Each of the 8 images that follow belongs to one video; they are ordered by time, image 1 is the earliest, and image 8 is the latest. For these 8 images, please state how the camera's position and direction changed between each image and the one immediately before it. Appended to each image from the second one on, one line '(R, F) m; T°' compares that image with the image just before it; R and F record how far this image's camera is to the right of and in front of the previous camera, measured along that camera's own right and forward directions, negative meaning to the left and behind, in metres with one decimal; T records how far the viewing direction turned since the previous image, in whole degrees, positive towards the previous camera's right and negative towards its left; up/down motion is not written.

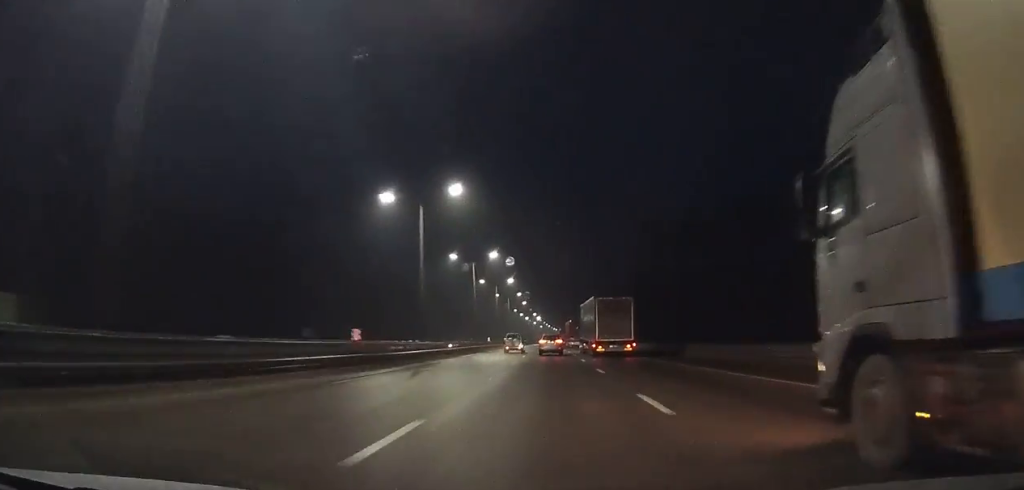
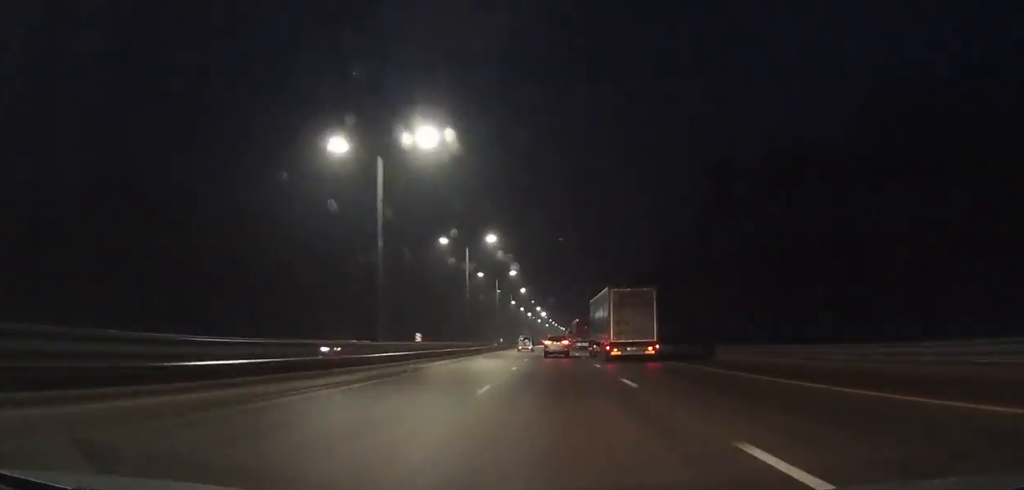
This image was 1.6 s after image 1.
(-0.1, +40.3) m; 0°
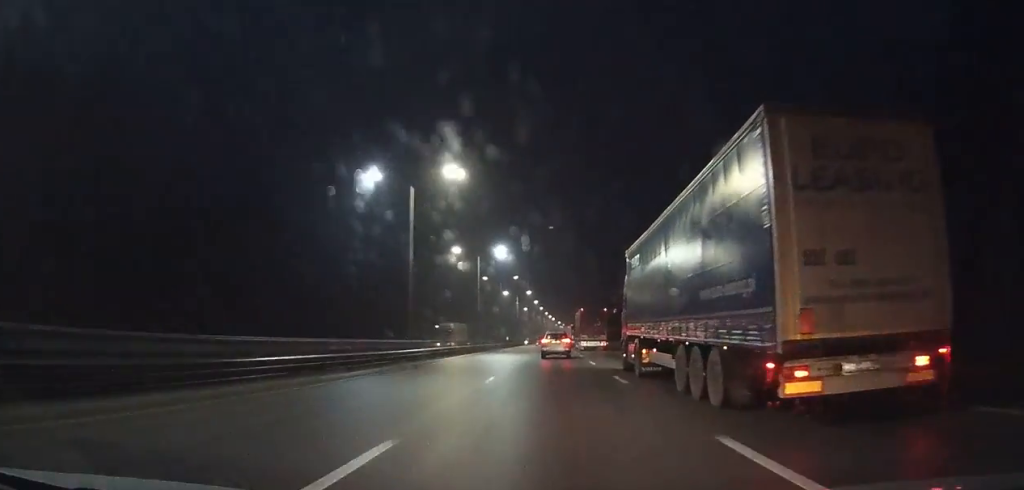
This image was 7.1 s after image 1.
(+1.4, +137.8) m; +2°
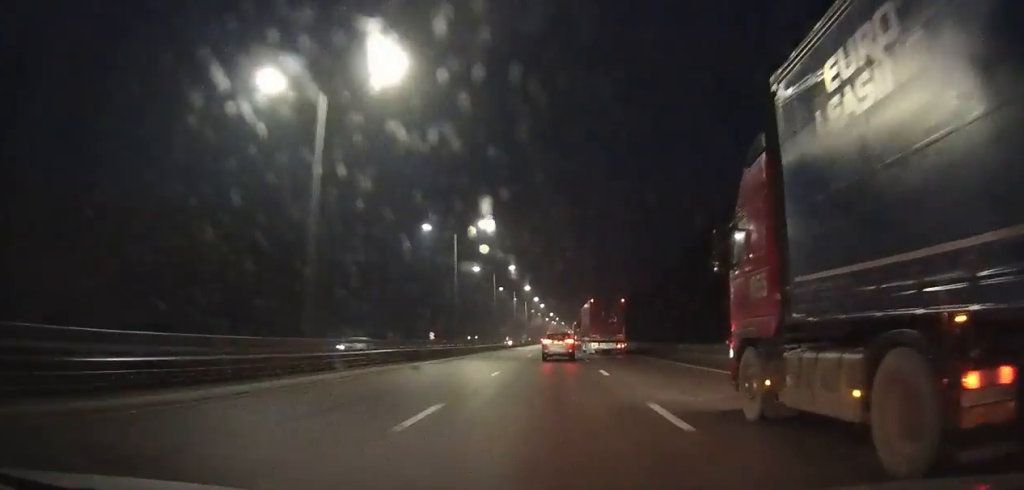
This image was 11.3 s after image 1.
(+1.0, +103.4) m; +1°
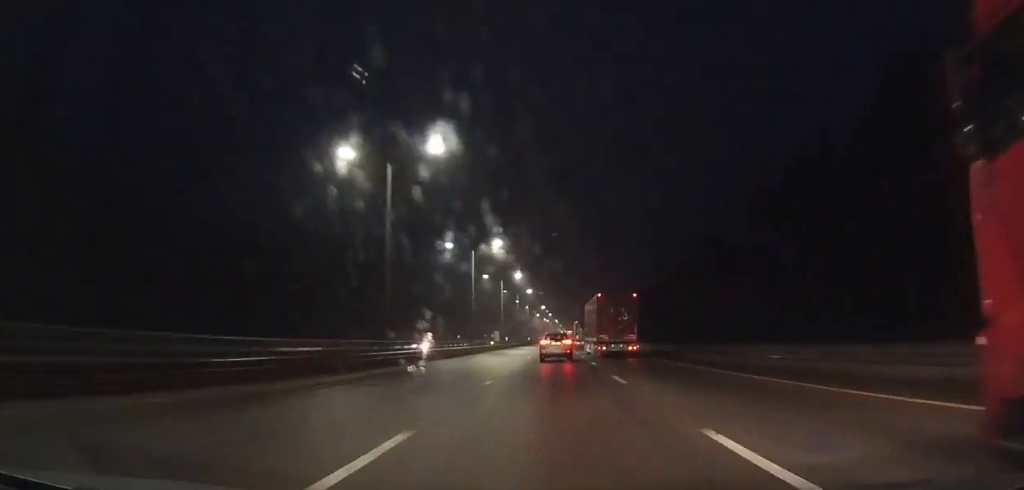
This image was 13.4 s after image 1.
(+0.1, +51.4) m; 0°
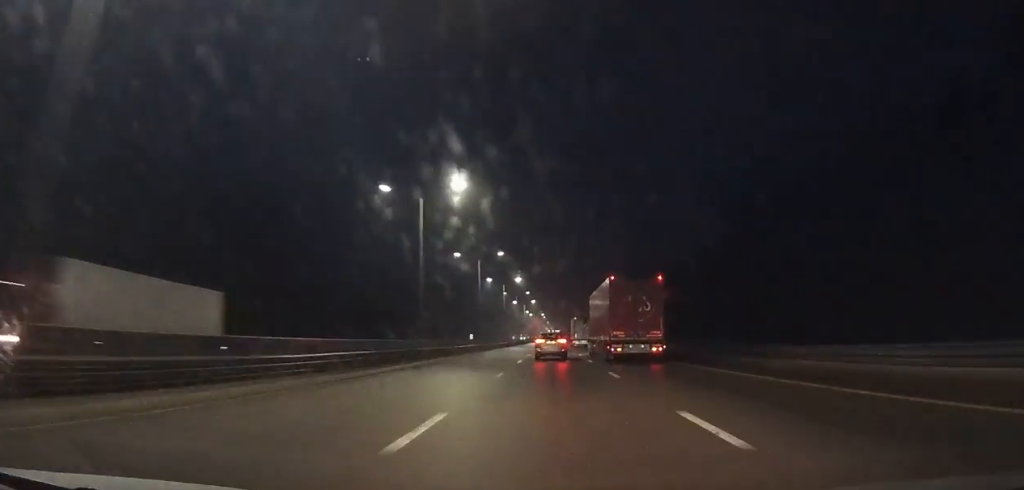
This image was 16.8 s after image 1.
(+0.9, +82.8) m; +1°
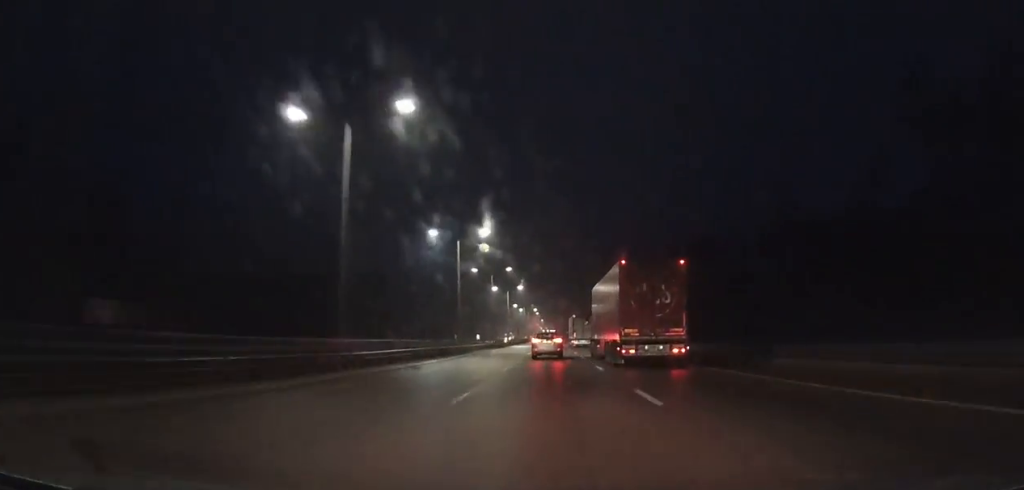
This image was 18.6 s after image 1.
(+0.3, +43.8) m; 0°
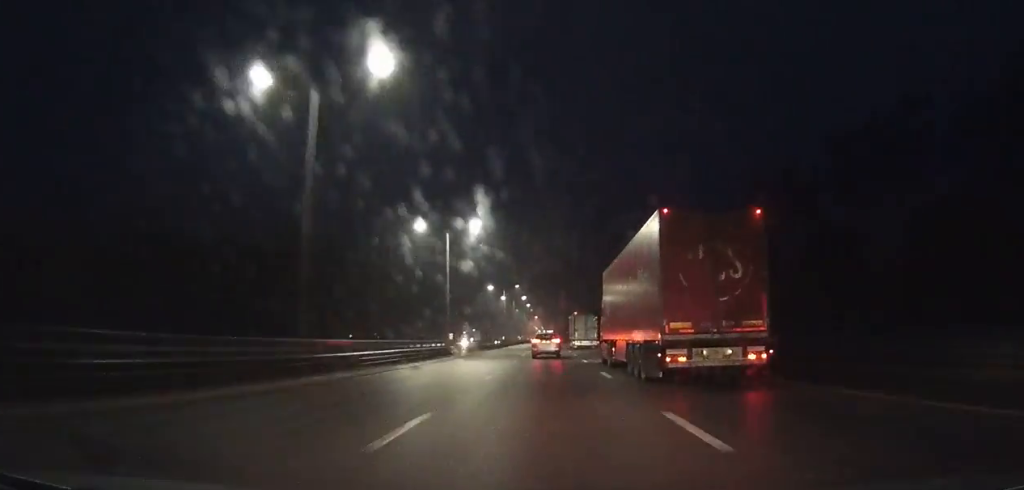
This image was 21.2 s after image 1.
(0.0, +63.2) m; 0°
